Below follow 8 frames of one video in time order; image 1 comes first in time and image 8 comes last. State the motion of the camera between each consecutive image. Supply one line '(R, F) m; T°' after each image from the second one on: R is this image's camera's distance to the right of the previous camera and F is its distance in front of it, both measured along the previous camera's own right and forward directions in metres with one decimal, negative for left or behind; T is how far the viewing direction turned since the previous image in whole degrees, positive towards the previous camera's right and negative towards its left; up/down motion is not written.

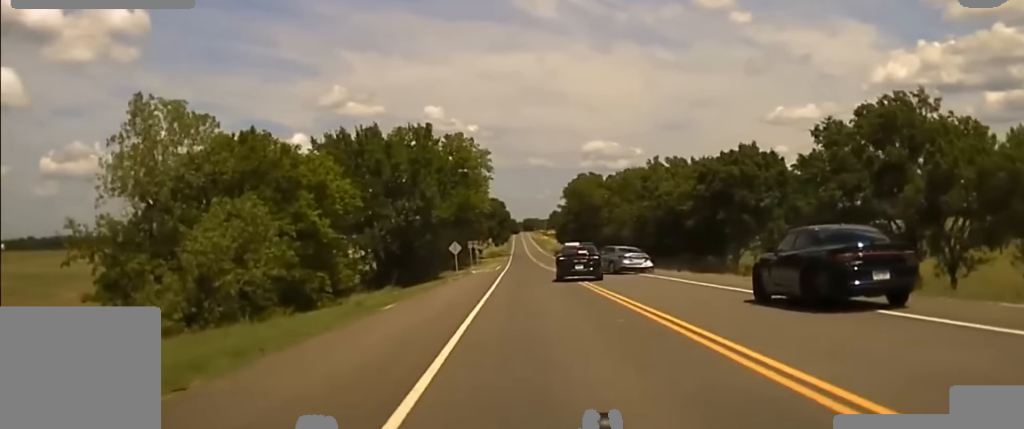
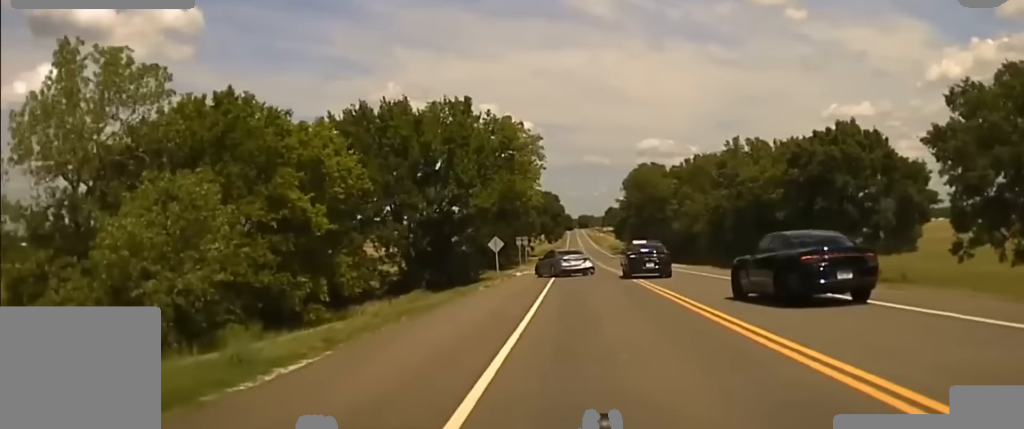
(-0.1, +13.0) m; -1°
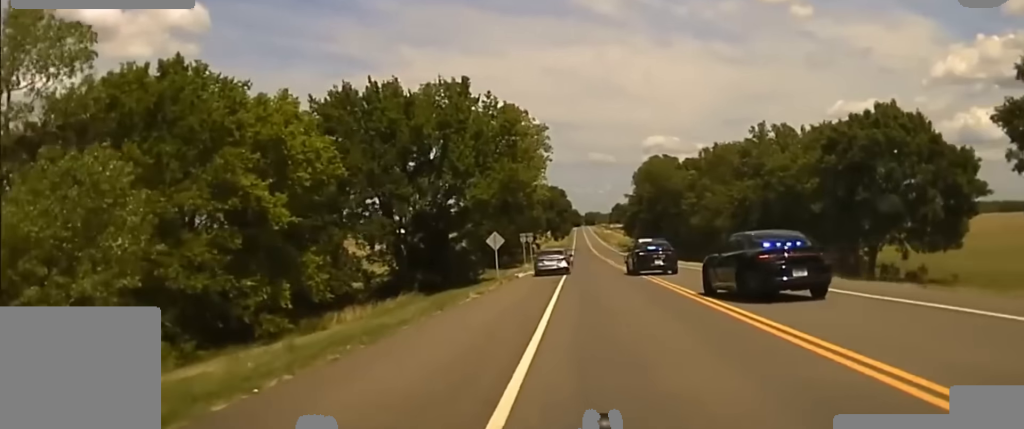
(-0.1, +7.9) m; -1°
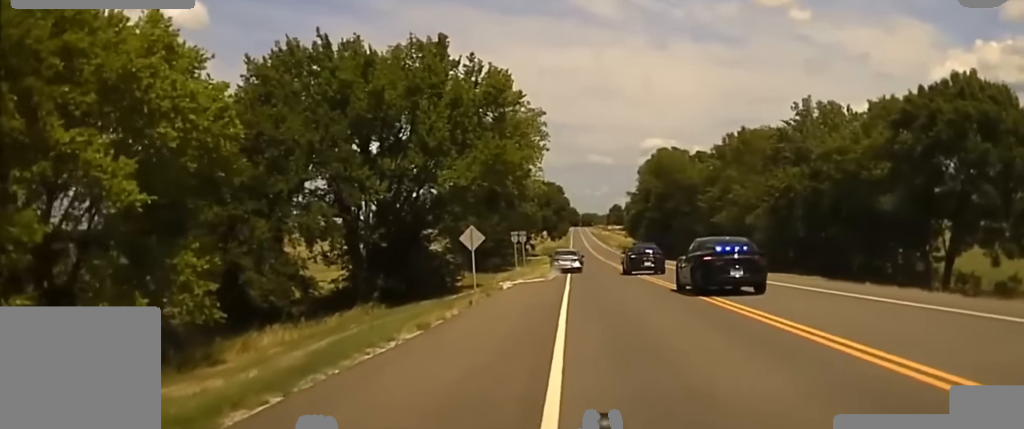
(-0.2, +13.4) m; 0°
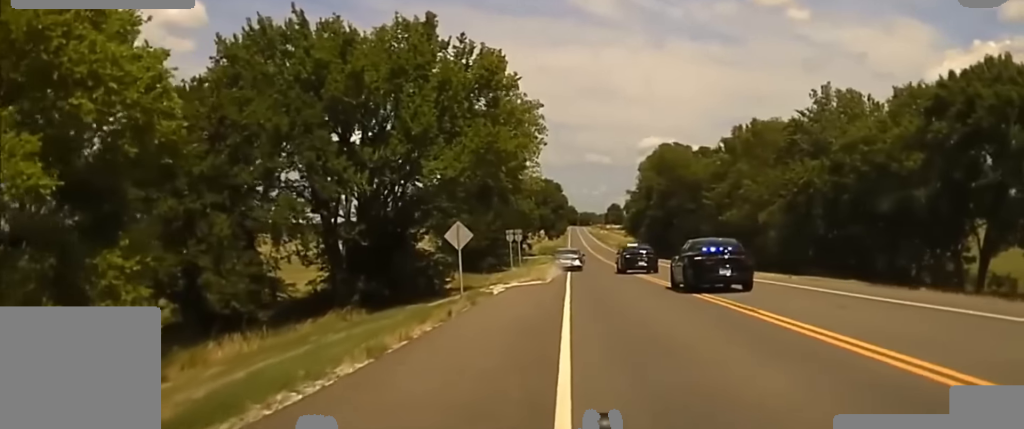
(-0.1, +4.6) m; +1°
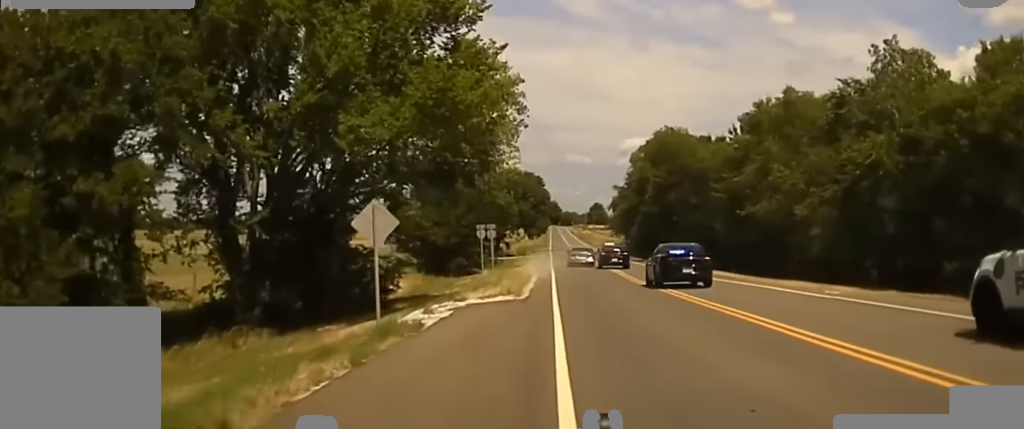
(+0.5, +12.6) m; +2°
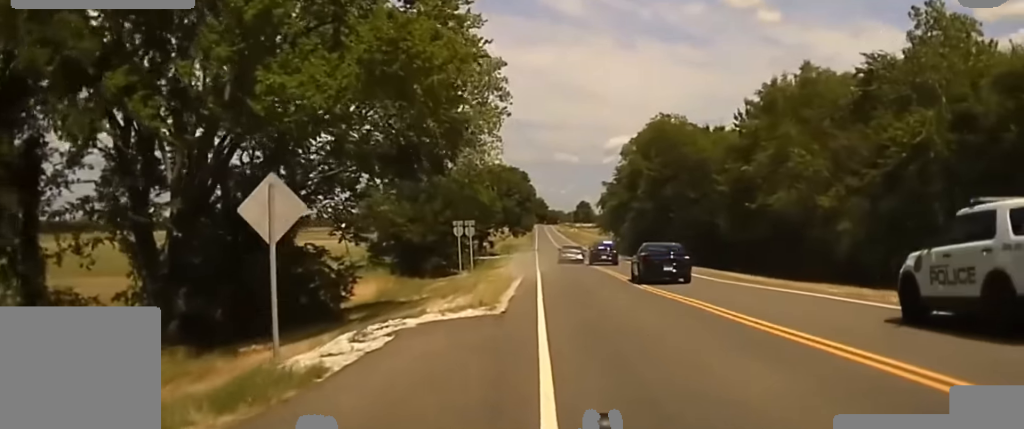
(0.0, +6.1) m; 0°
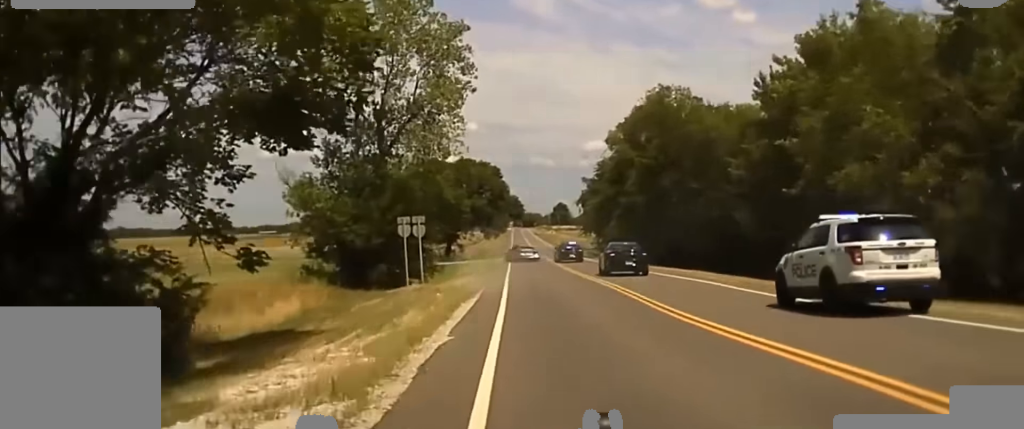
(0.0, +12.1) m; -1°
